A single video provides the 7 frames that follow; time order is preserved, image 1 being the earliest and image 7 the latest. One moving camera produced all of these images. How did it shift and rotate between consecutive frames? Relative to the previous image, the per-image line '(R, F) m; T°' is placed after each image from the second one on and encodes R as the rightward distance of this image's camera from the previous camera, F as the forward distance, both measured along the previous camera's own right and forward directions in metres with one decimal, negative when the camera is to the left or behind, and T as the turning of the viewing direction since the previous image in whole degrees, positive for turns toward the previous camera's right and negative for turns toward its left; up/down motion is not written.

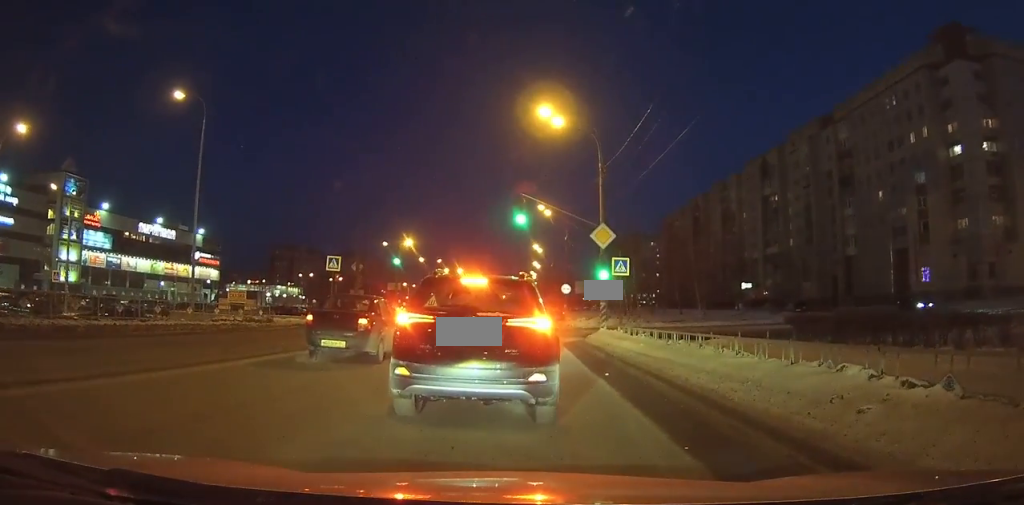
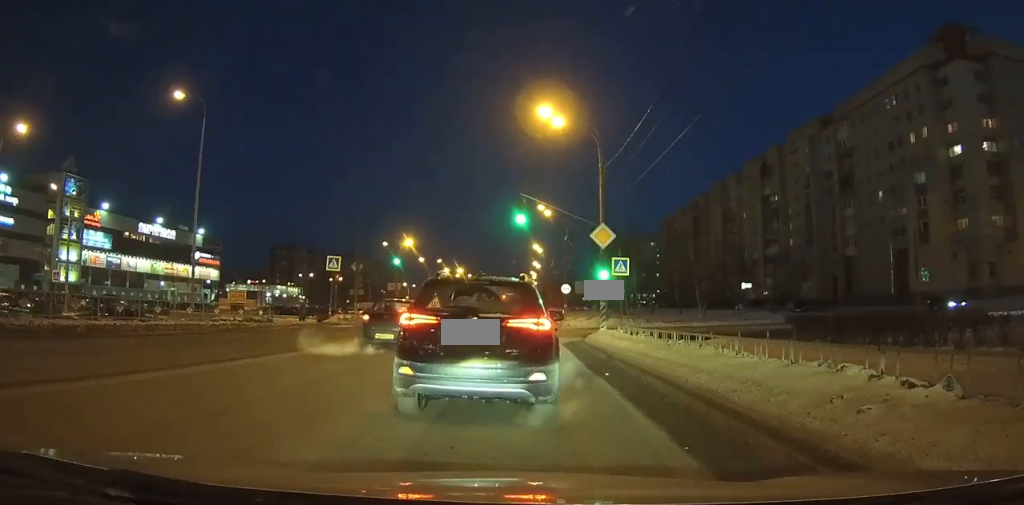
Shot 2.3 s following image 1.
(-0.4, +2.7) m; +1°
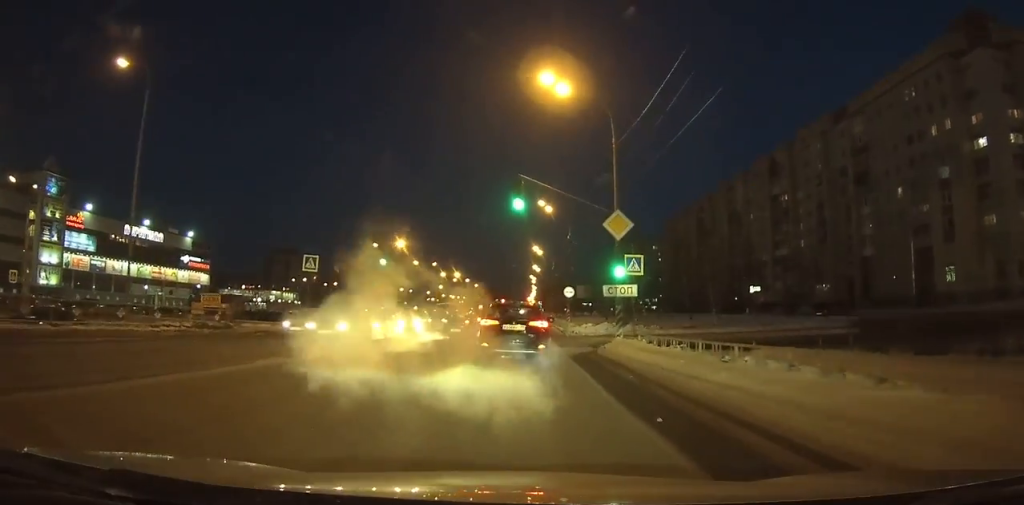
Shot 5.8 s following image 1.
(+0.4, +10.0) m; +4°
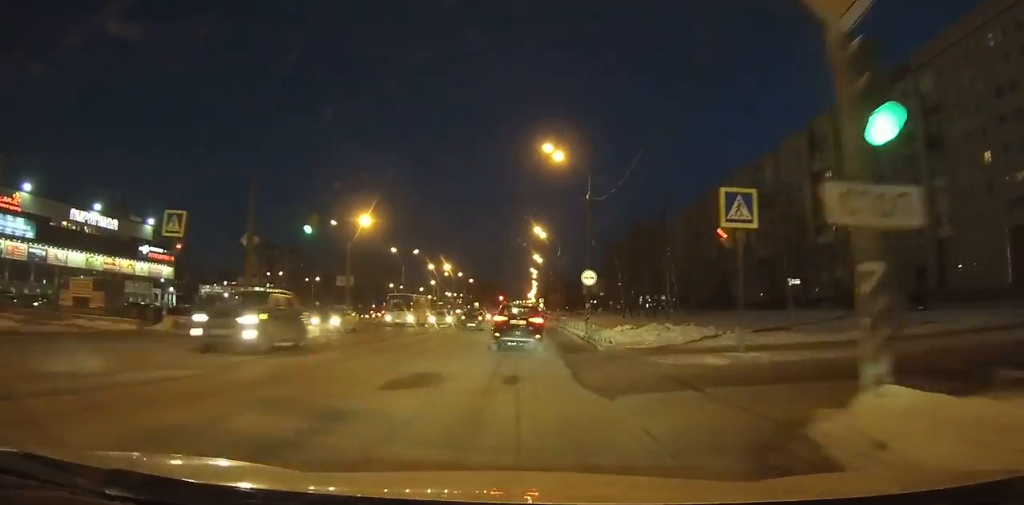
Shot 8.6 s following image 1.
(+0.1, +16.9) m; +1°
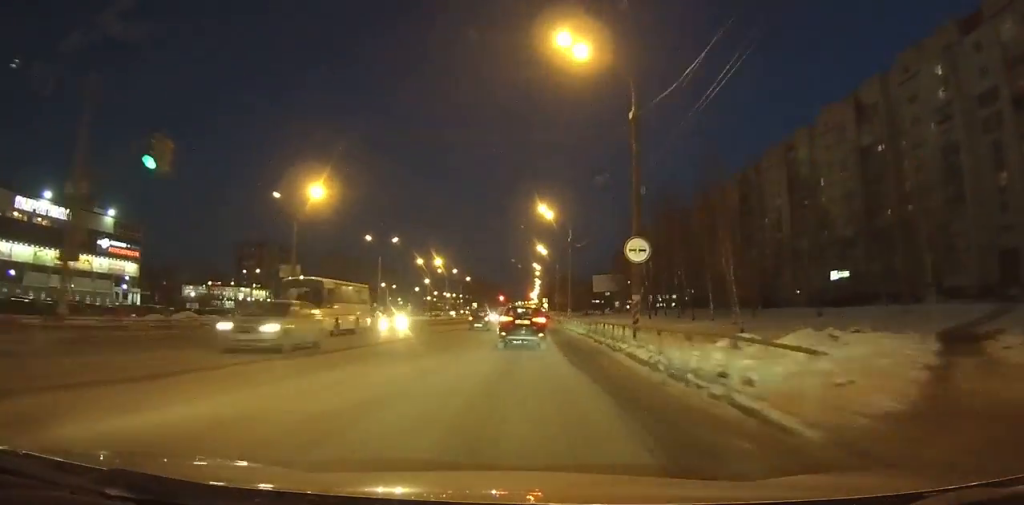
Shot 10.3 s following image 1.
(+0.2, +13.8) m; +1°
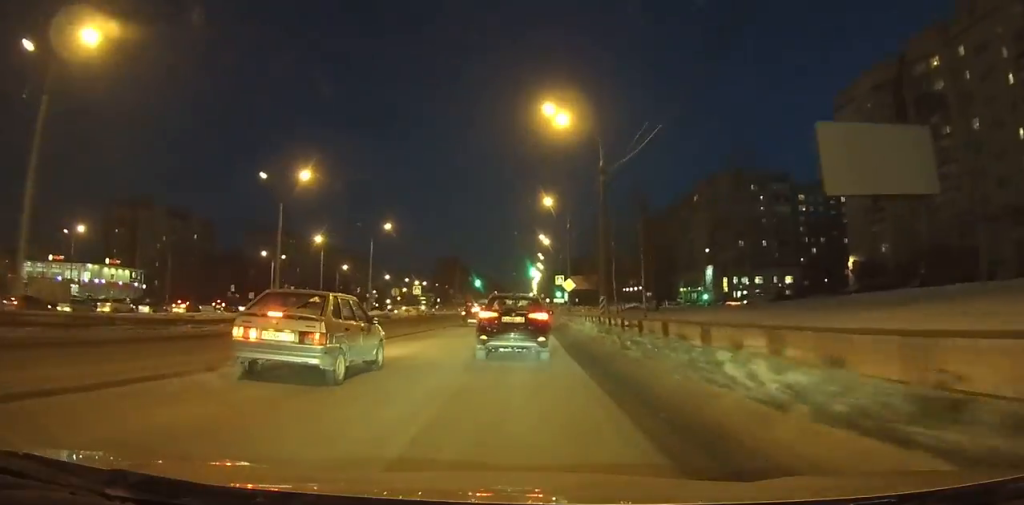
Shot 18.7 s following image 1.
(+1.4, +79.8) m; +1°
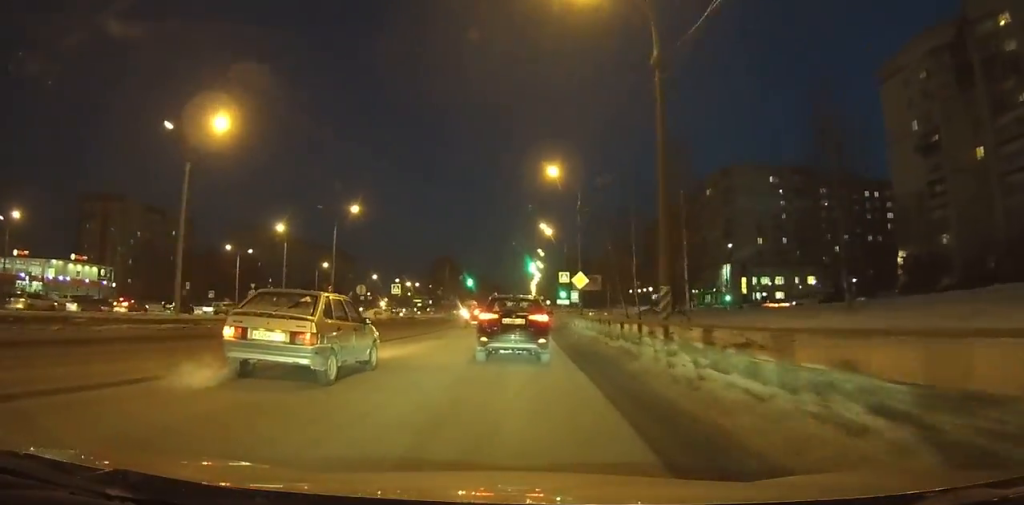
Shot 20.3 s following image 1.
(0.0, +15.1) m; 0°
